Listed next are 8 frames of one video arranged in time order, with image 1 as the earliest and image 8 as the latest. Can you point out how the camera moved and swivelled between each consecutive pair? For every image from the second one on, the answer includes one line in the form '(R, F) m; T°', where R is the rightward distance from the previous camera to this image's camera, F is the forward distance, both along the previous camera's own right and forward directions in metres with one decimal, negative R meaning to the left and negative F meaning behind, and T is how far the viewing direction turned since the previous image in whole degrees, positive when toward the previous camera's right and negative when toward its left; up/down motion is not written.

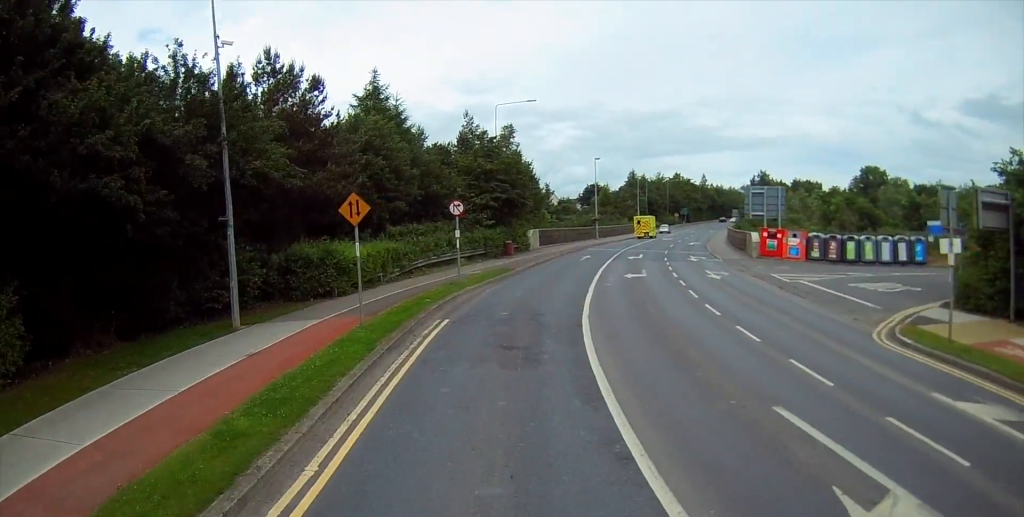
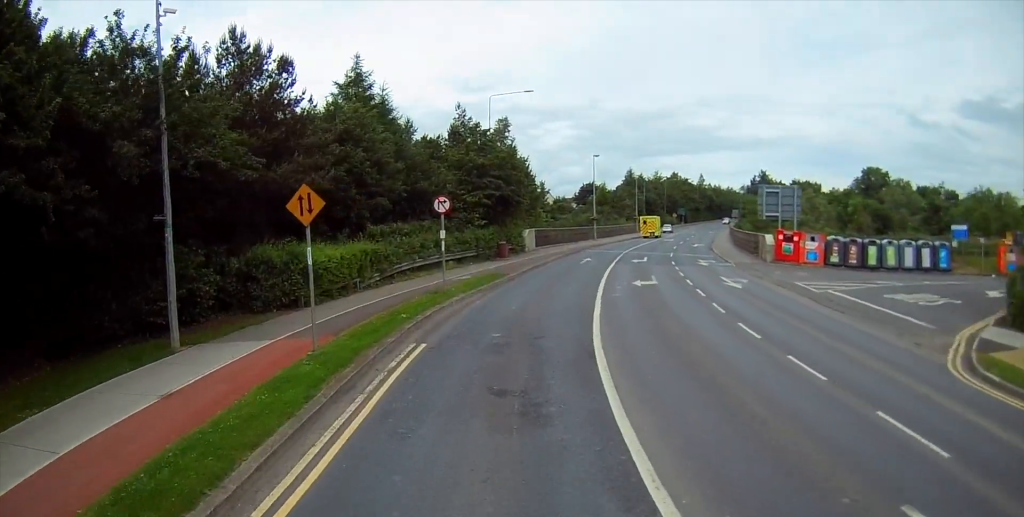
(0.0, +3.3) m; -1°
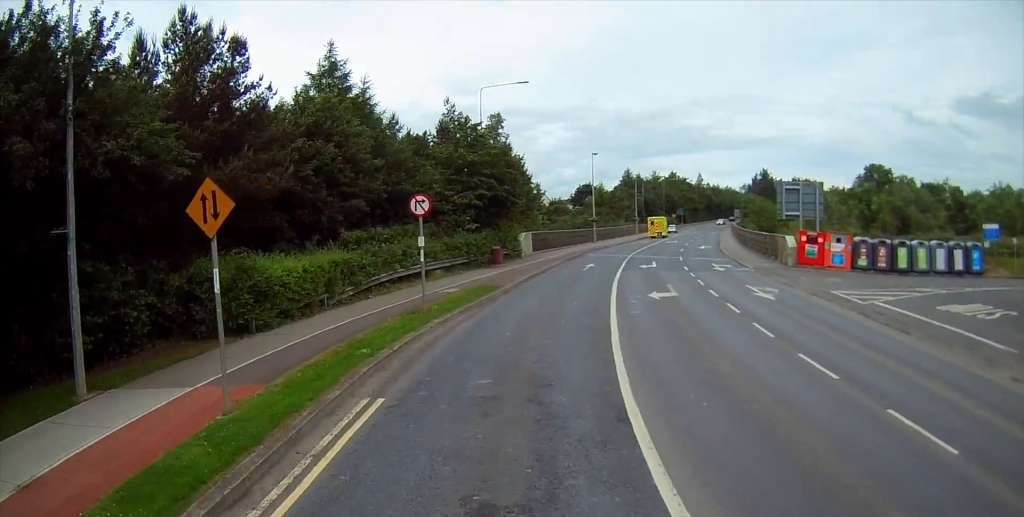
(0.0, +3.9) m; 0°
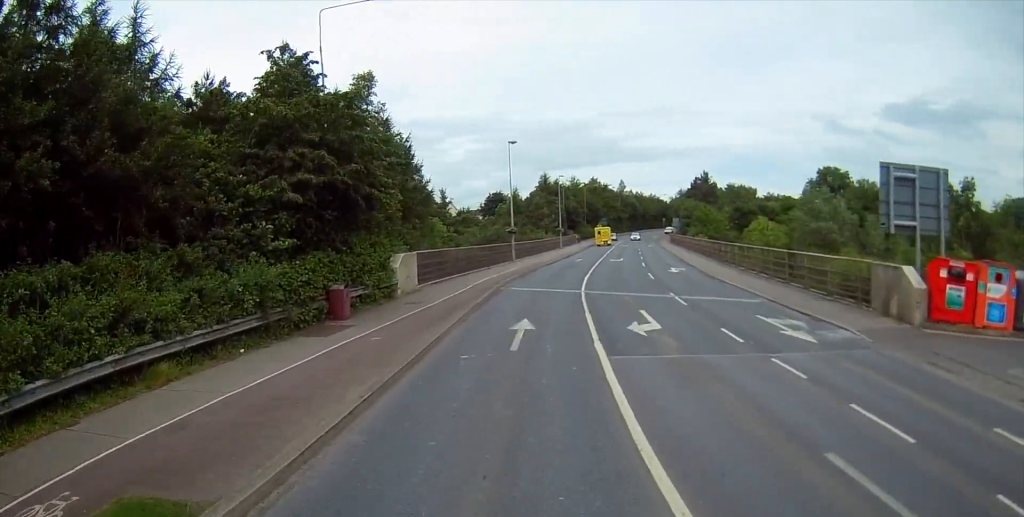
(+1.2, +17.7) m; +7°
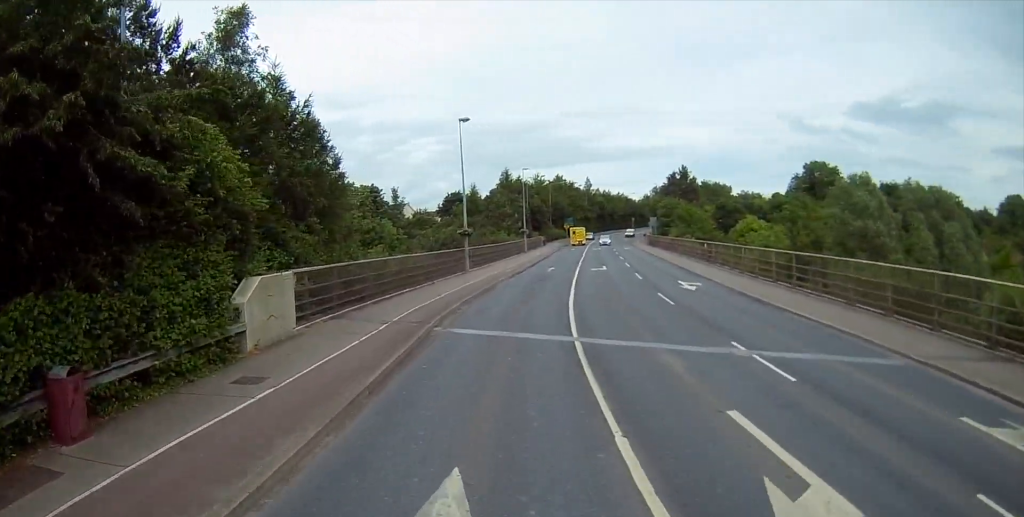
(-0.2, +10.8) m; +2°
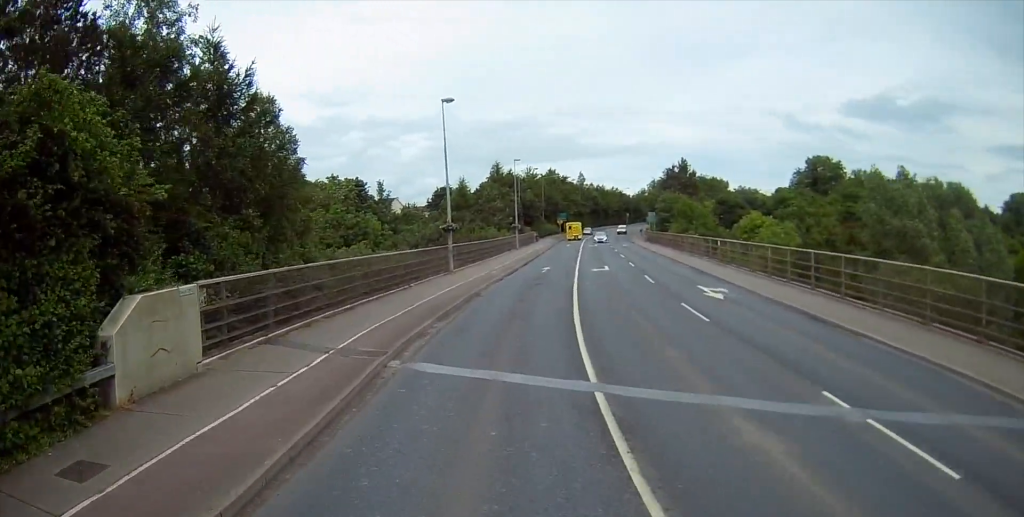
(+0.3, +4.8) m; +2°
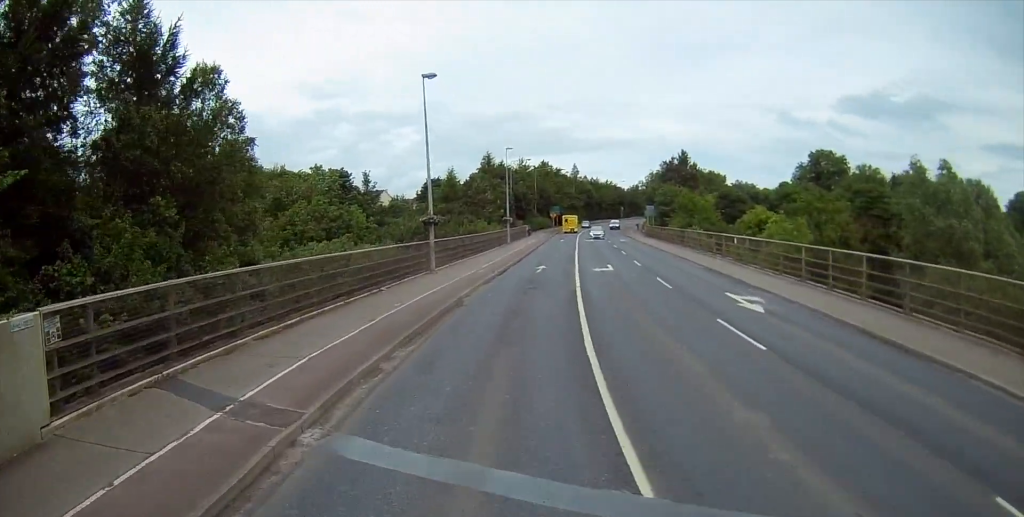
(+0.1, +4.5) m; +1°
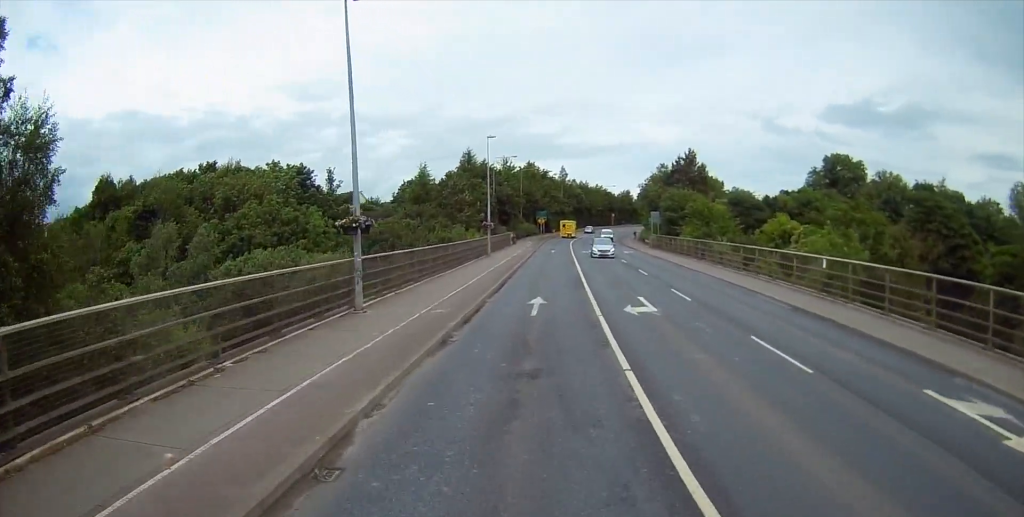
(+0.2, +13.0) m; +3°
